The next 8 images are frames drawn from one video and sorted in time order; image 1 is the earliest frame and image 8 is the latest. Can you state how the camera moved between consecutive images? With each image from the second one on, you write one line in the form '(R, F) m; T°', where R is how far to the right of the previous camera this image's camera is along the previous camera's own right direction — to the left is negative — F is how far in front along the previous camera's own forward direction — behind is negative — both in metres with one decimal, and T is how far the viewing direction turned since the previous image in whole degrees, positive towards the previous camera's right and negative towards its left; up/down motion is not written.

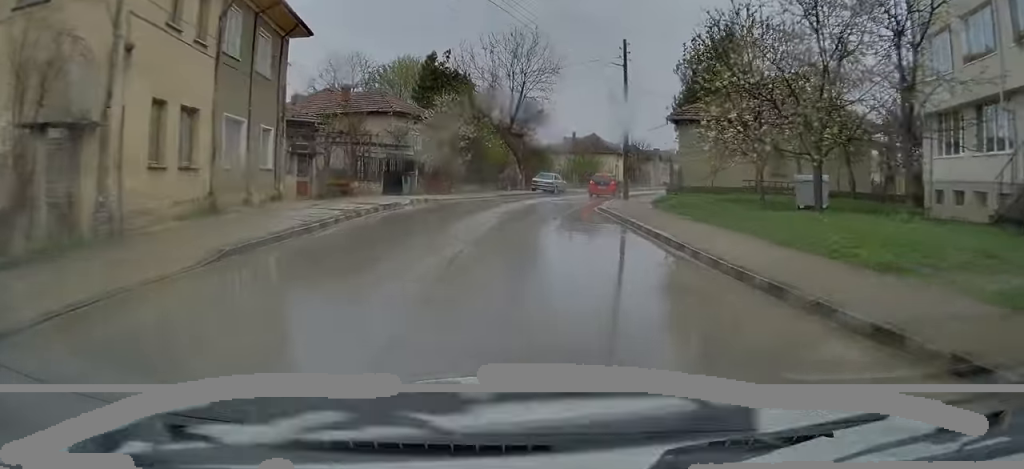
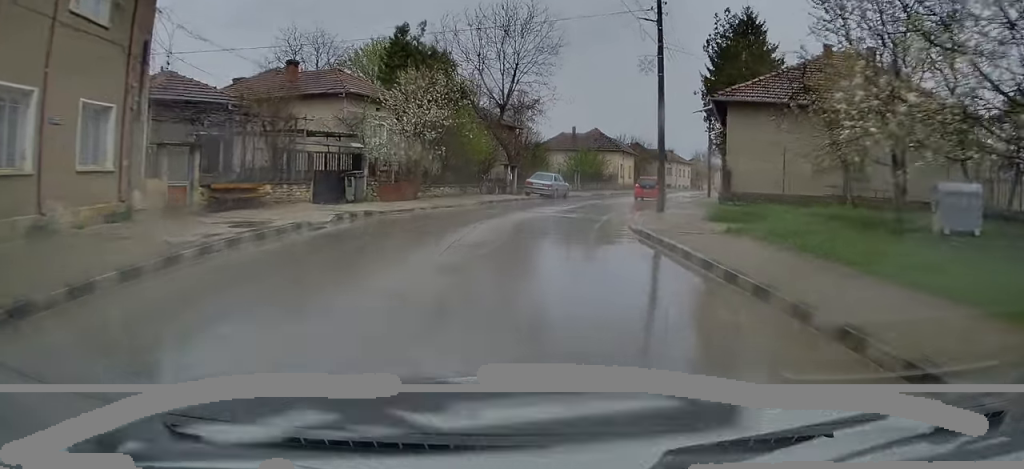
(-0.2, +9.3) m; +1°
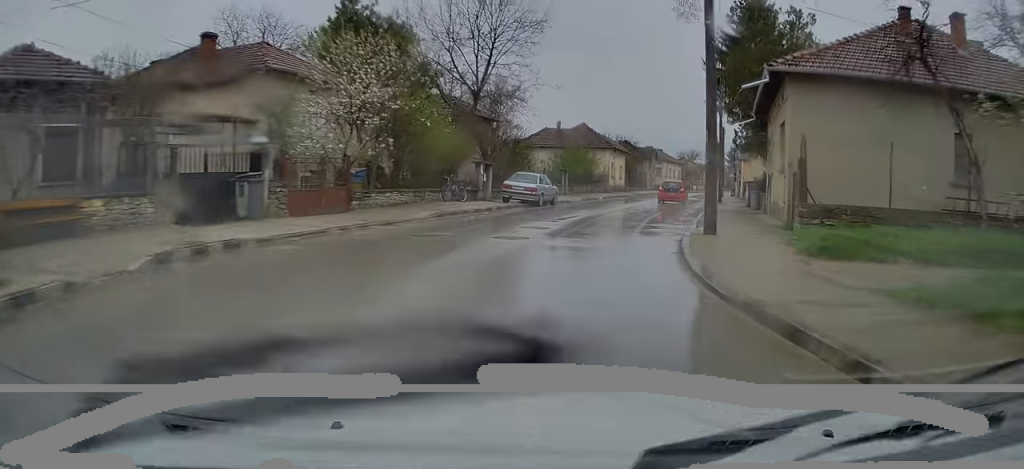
(+0.1, +7.8) m; +3°
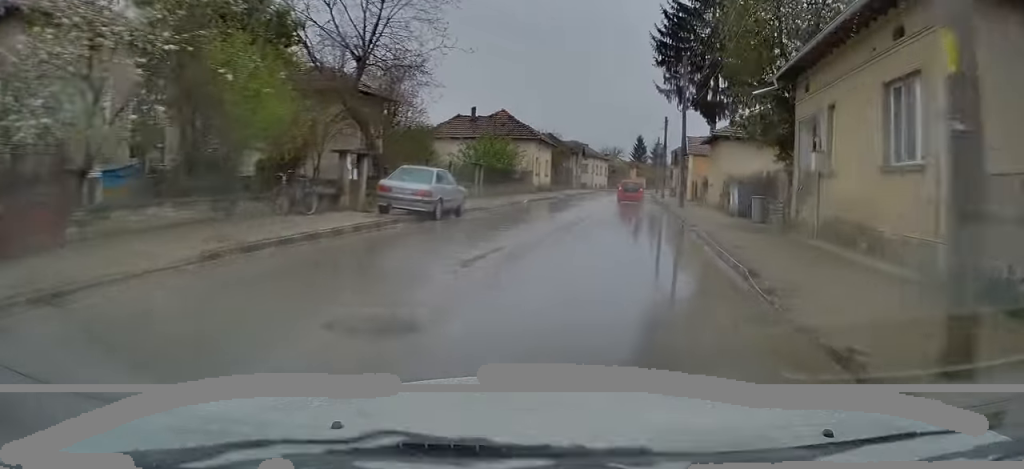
(+0.5, +10.2) m; +6°
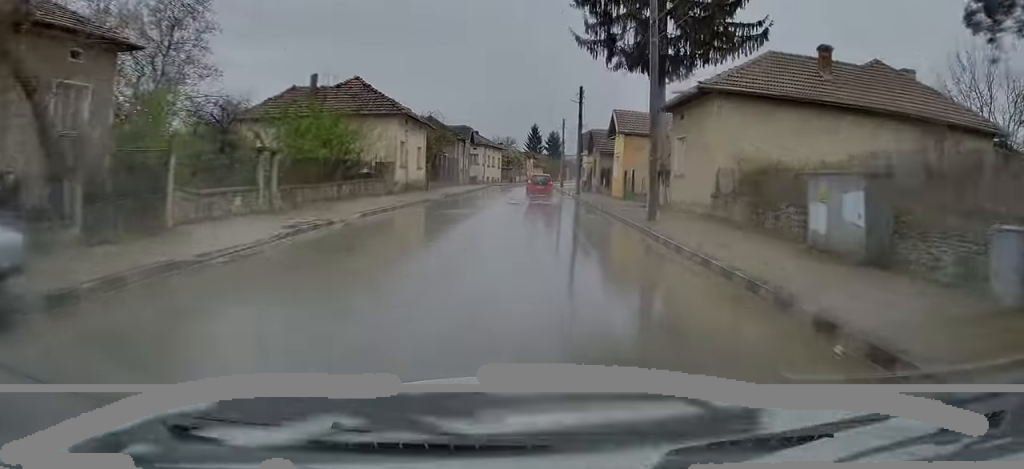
(+1.3, +15.7) m; +7°
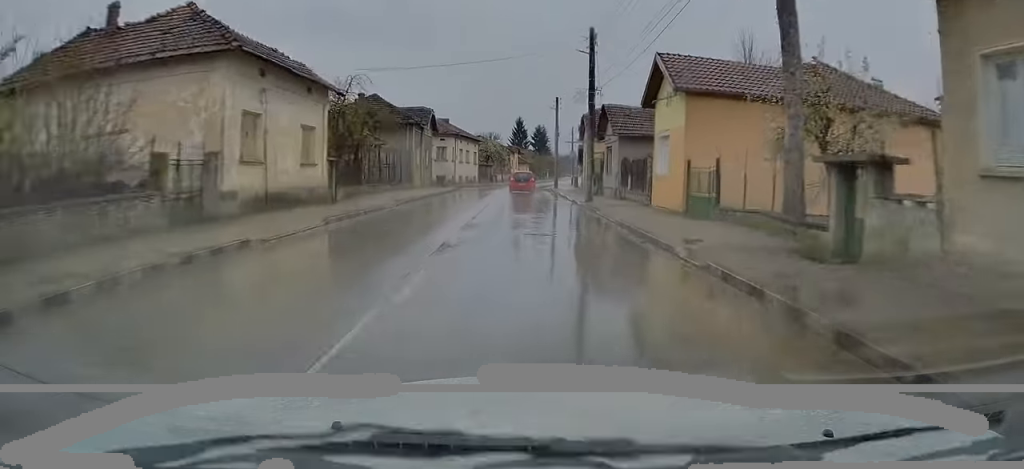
(+0.3, +18.1) m; +2°
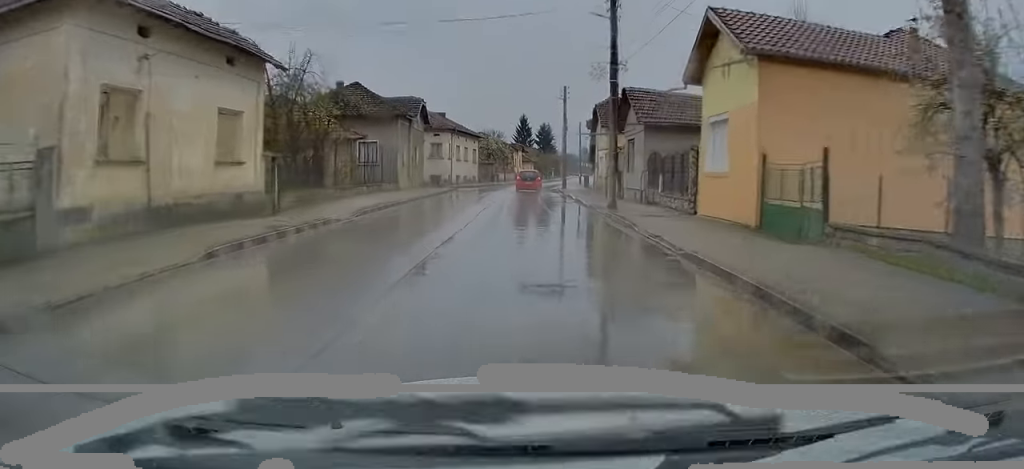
(+0.2, +6.4) m; 0°
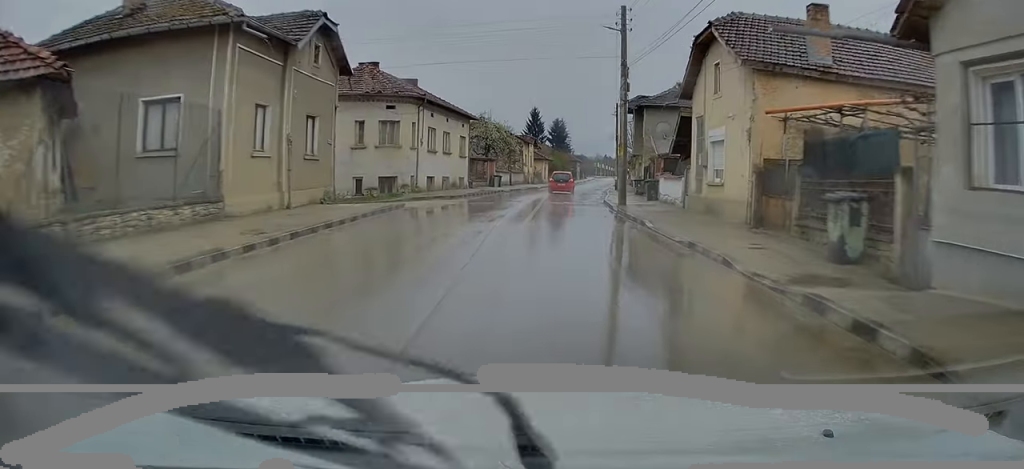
(0.0, +23.7) m; +1°
